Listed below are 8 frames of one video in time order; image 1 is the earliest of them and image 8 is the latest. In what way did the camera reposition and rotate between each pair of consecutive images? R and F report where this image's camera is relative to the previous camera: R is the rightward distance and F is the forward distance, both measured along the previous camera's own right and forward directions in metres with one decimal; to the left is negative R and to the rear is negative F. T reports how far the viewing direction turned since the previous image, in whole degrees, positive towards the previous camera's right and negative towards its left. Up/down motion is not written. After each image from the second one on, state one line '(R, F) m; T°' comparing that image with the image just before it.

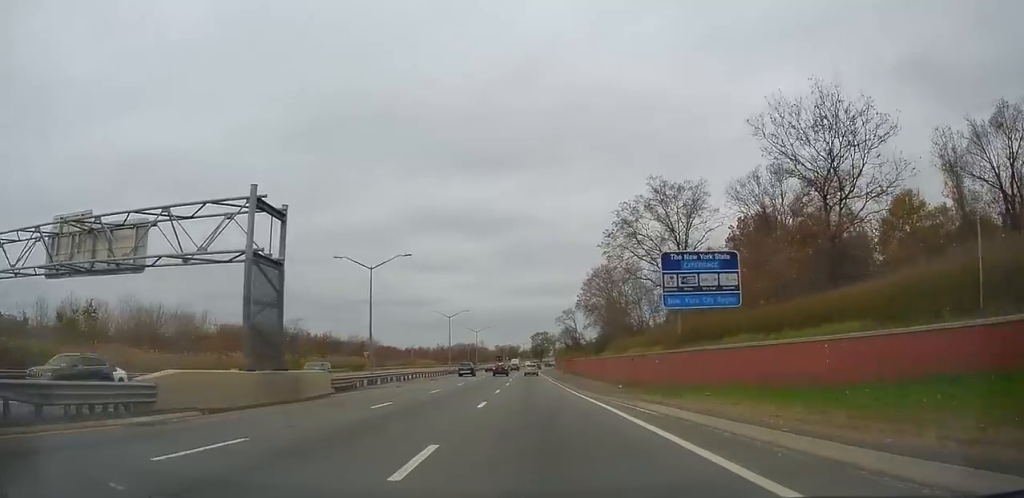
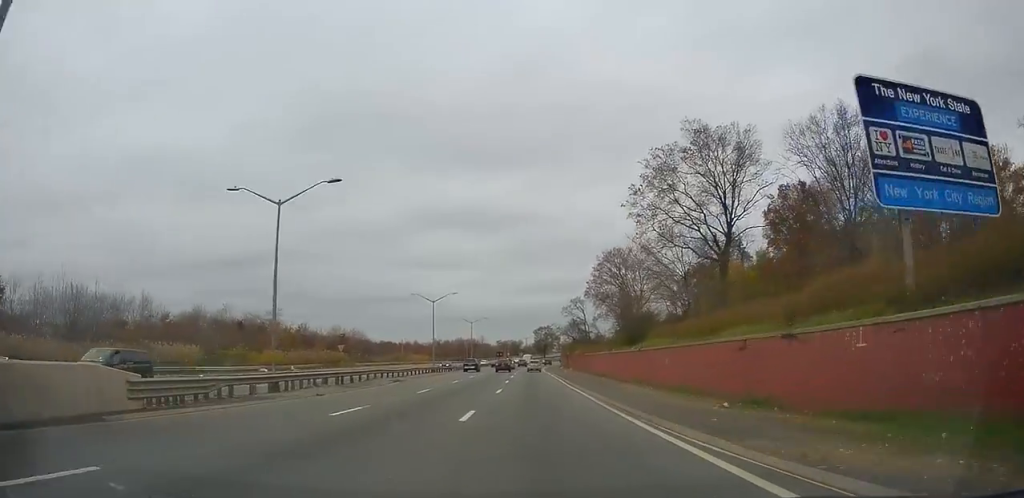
(+0.2, +16.6) m; +1°
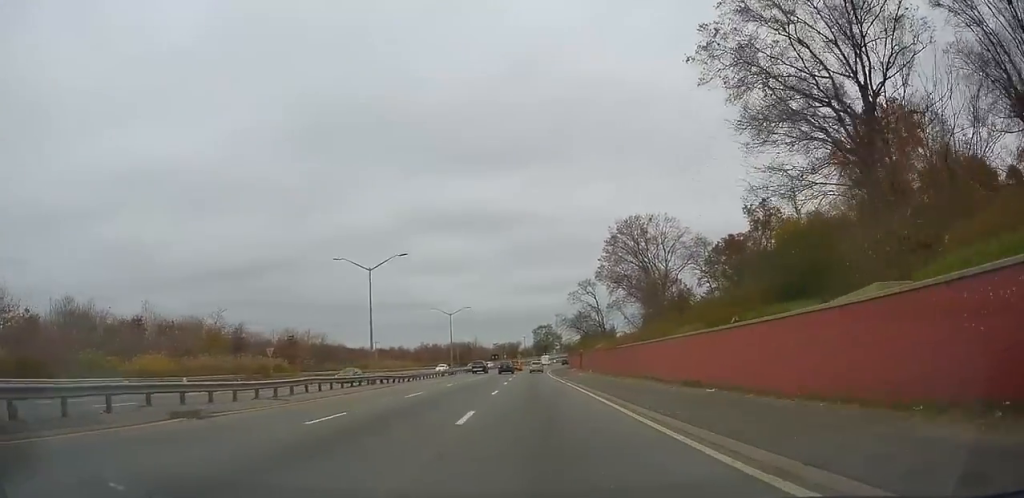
(-0.1, +26.5) m; -1°
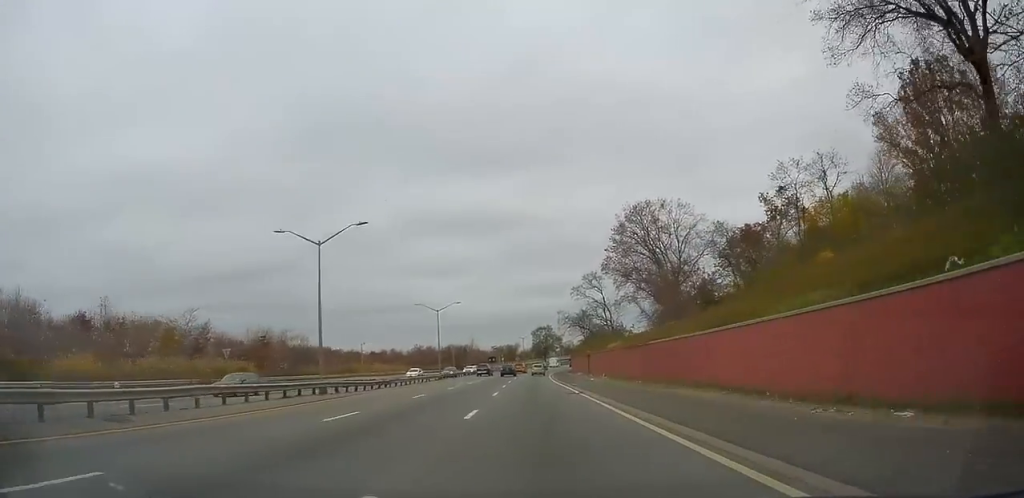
(-0.2, +10.4) m; -1°
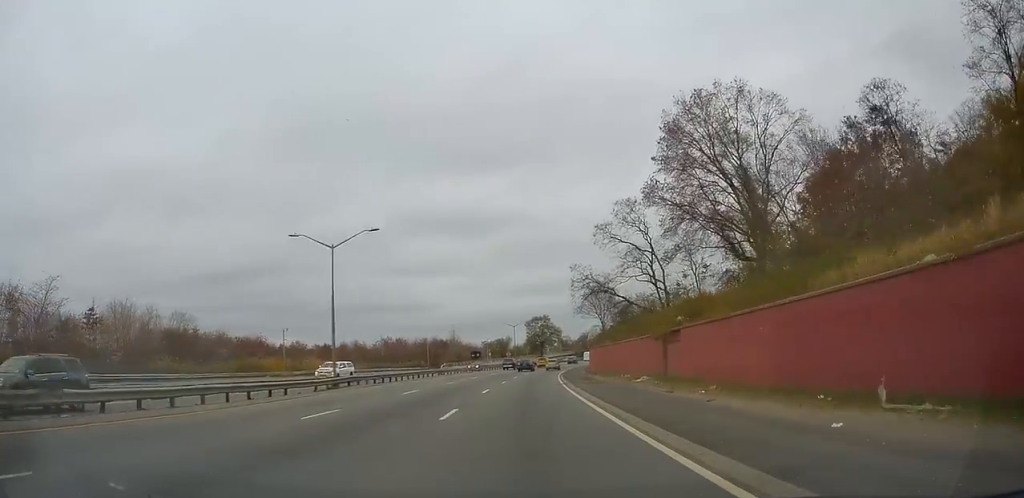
(-0.2, +37.5) m; 0°
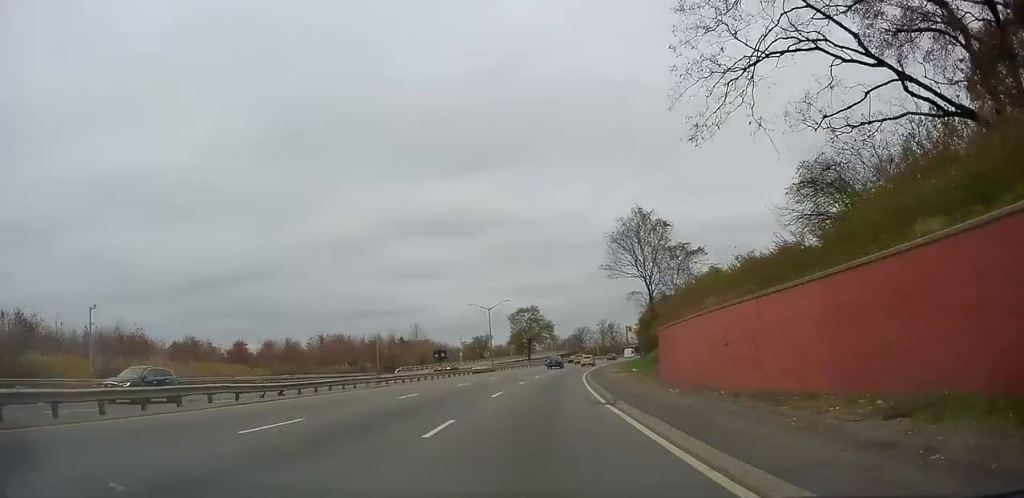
(+0.8, +40.1) m; +1°
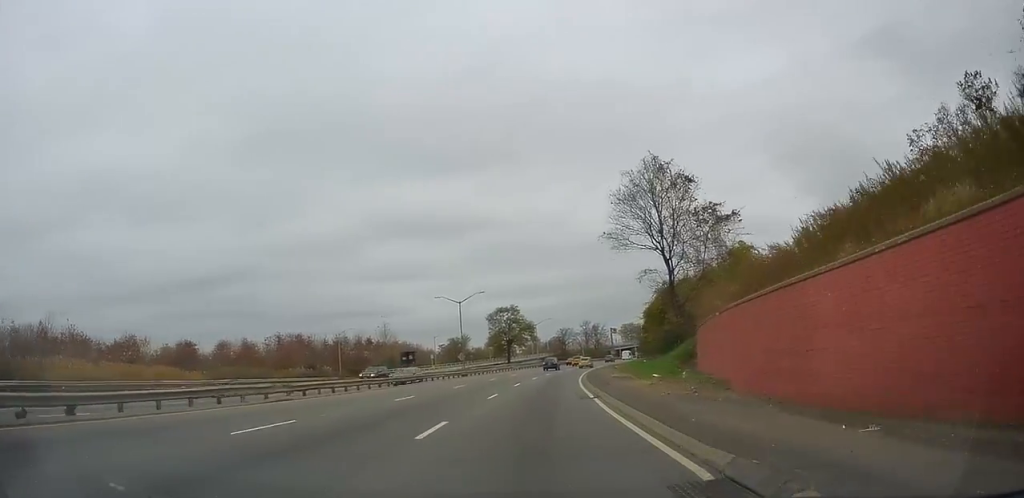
(-0.4, +12.0) m; 0°
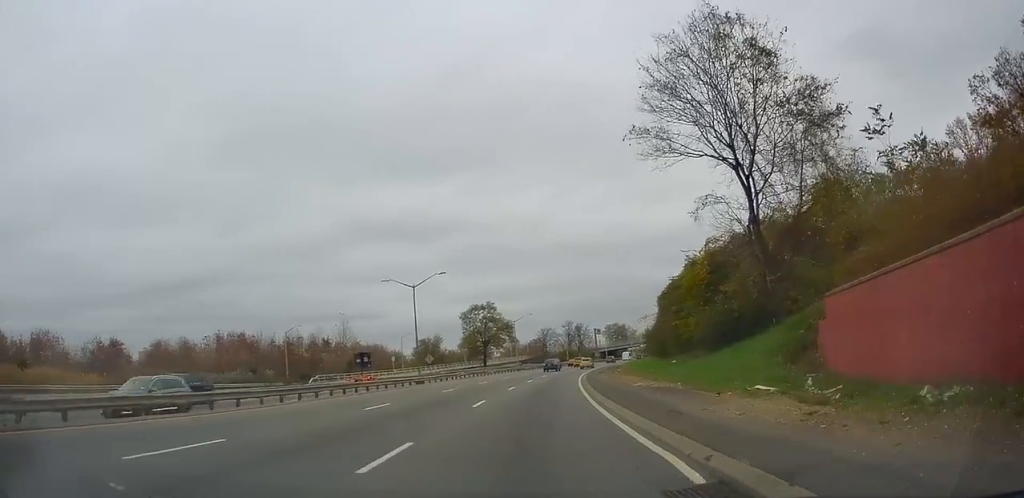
(+0.2, +15.4) m; +1°
